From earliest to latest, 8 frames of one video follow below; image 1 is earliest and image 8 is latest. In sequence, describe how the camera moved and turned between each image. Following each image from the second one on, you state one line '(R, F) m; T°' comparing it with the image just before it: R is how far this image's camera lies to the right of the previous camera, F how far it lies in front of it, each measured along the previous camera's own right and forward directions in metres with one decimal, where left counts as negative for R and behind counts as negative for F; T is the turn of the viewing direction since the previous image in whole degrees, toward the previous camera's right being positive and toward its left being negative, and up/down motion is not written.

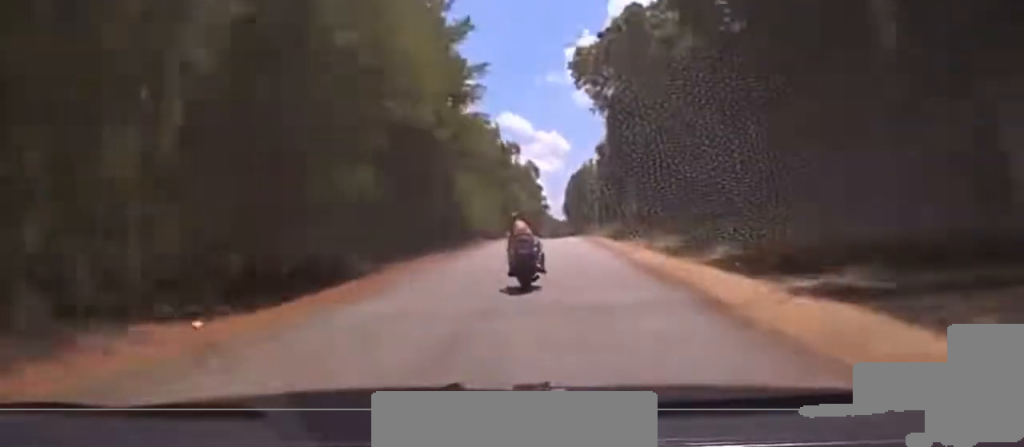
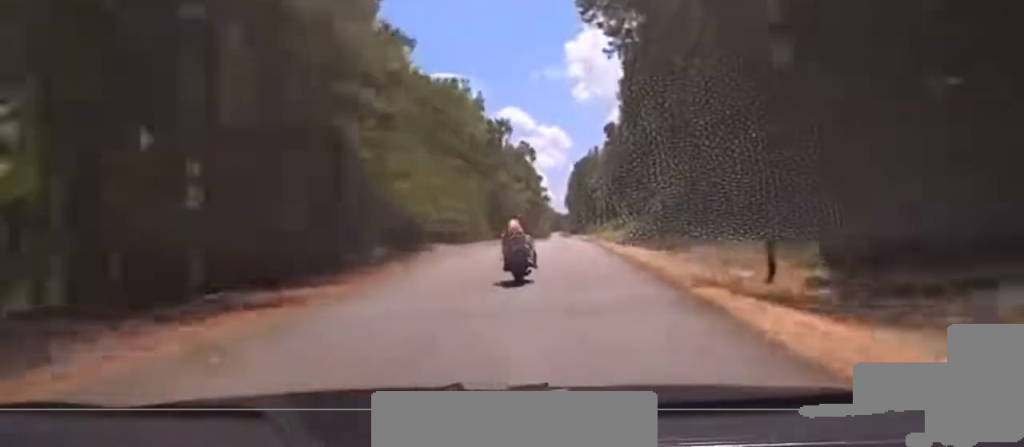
(0.0, +29.3) m; 0°
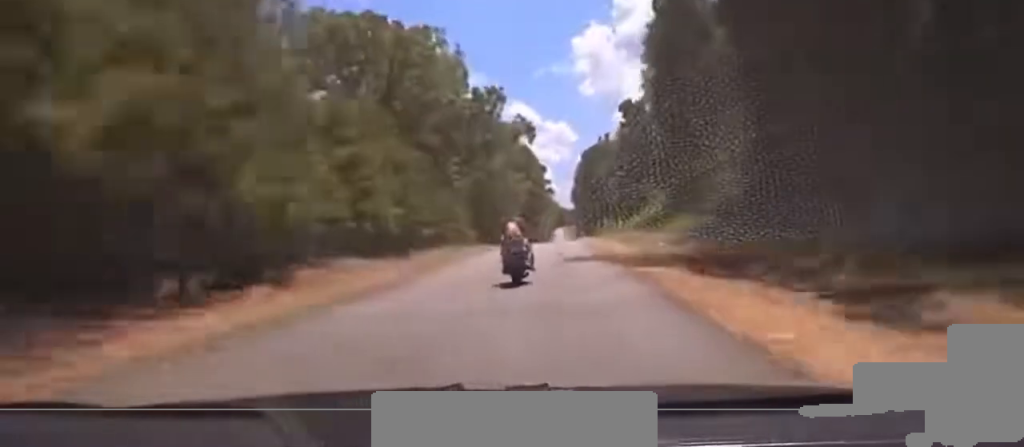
(0.0, +25.7) m; 0°
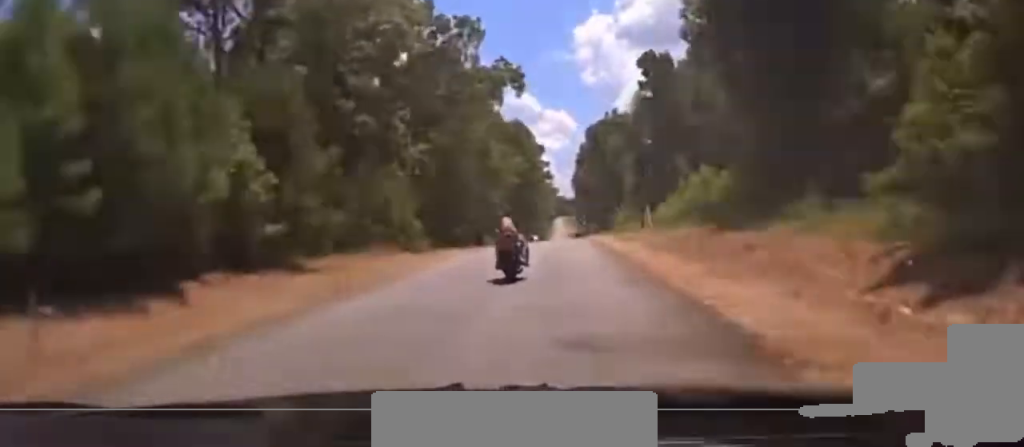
(0.0, +29.0) m; 0°
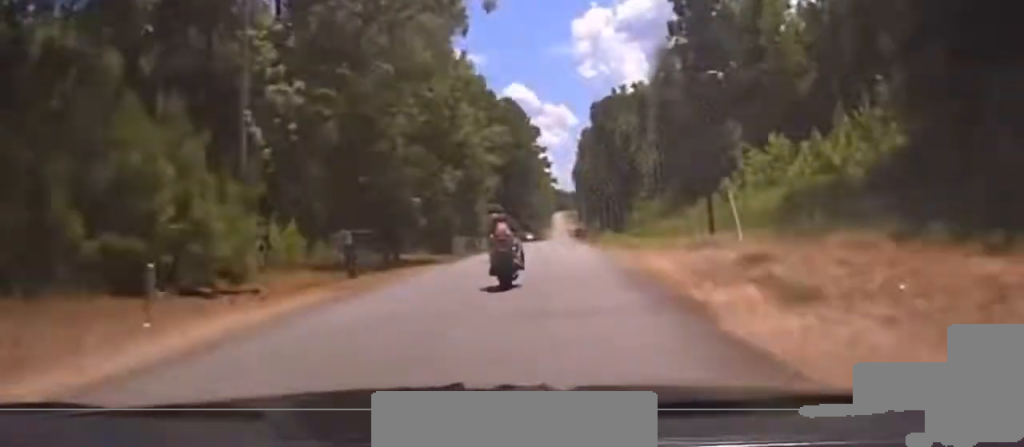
(-0.1, +28.7) m; 0°
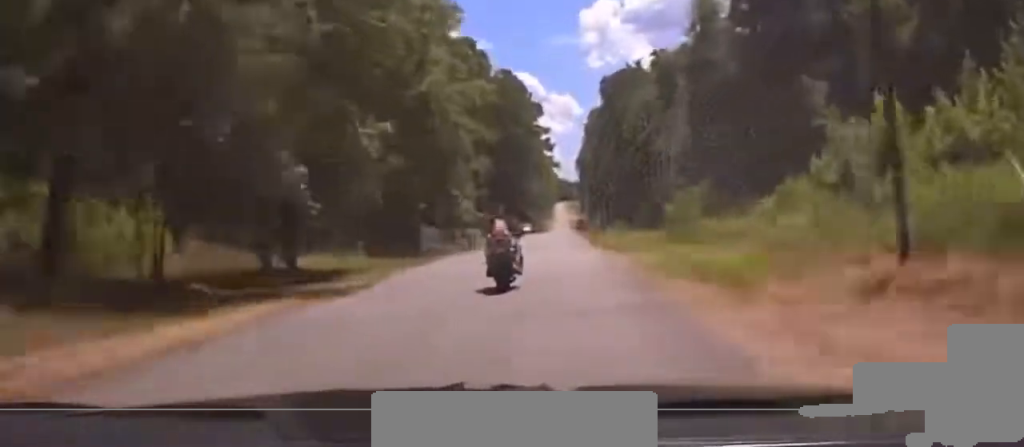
(0.0, +19.4) m; 0°
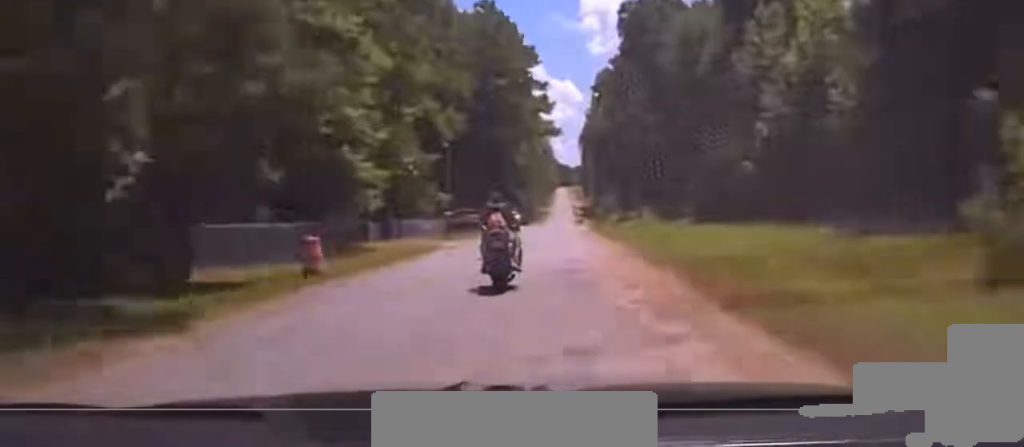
(-0.1, +40.2) m; 0°
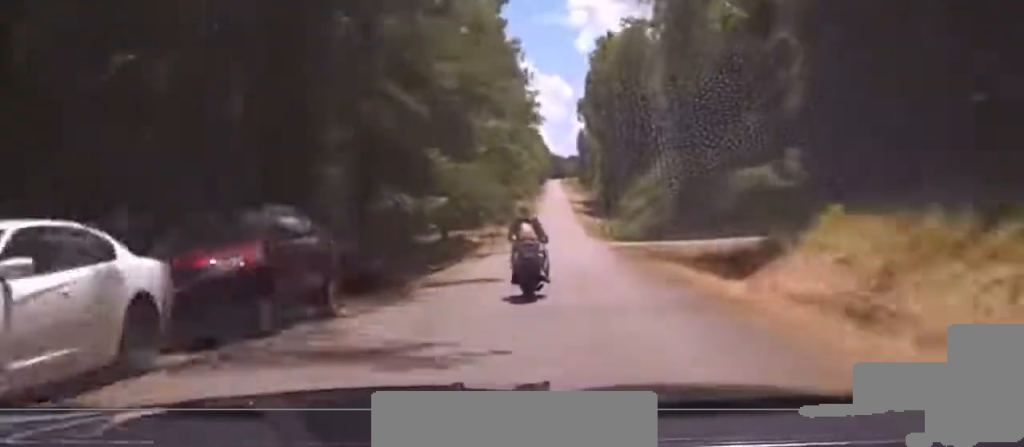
(-0.1, +92.6) m; 0°
